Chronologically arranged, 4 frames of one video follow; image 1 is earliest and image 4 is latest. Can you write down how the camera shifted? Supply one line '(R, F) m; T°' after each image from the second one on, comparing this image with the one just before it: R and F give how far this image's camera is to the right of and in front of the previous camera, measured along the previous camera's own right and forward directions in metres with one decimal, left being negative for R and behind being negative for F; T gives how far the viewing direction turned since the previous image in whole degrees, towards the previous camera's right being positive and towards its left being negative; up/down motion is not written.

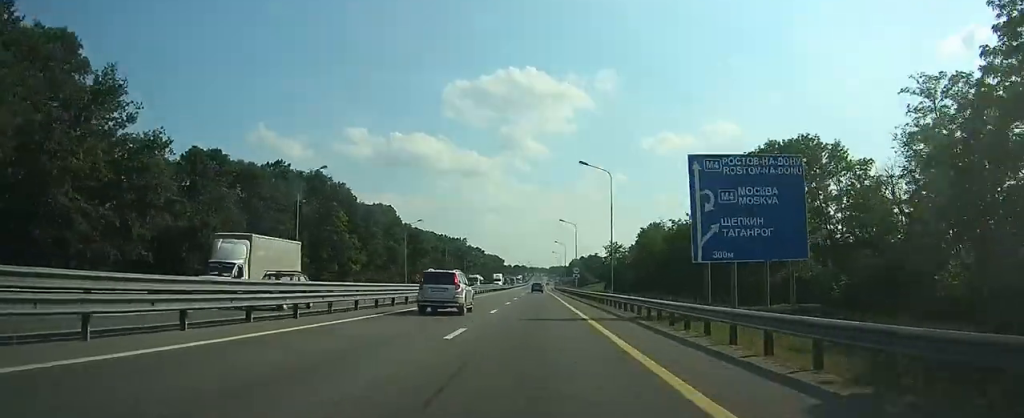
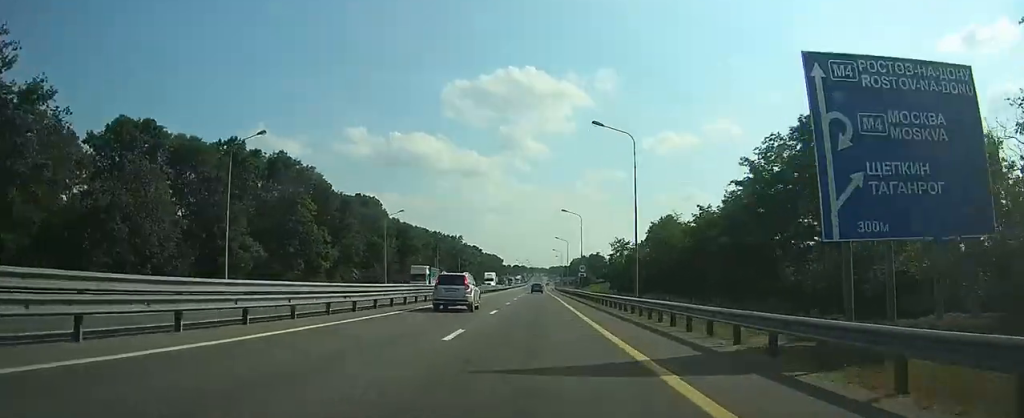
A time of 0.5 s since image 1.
(0.0, +12.3) m; 0°
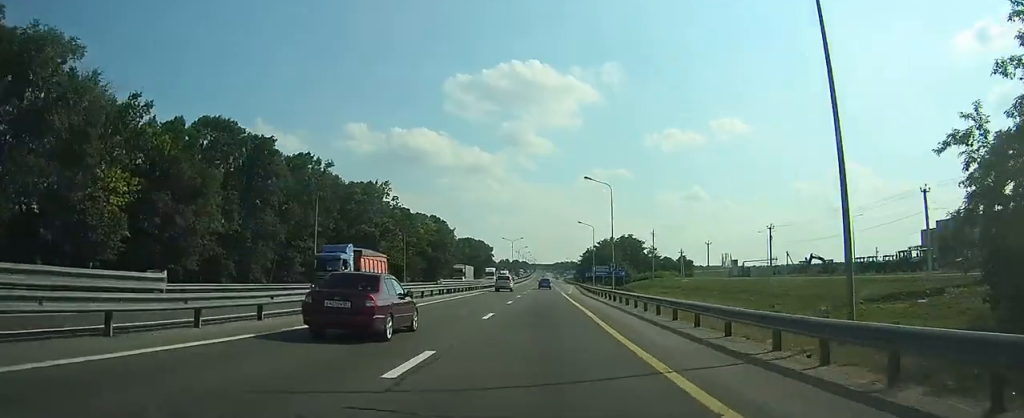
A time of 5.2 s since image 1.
(+0.6, +113.6) m; +1°
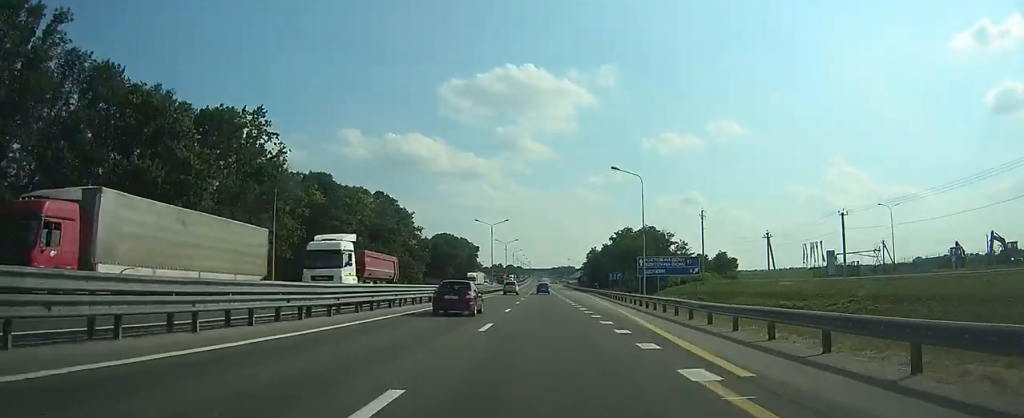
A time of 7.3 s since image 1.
(+0.3, +51.4) m; 0°
